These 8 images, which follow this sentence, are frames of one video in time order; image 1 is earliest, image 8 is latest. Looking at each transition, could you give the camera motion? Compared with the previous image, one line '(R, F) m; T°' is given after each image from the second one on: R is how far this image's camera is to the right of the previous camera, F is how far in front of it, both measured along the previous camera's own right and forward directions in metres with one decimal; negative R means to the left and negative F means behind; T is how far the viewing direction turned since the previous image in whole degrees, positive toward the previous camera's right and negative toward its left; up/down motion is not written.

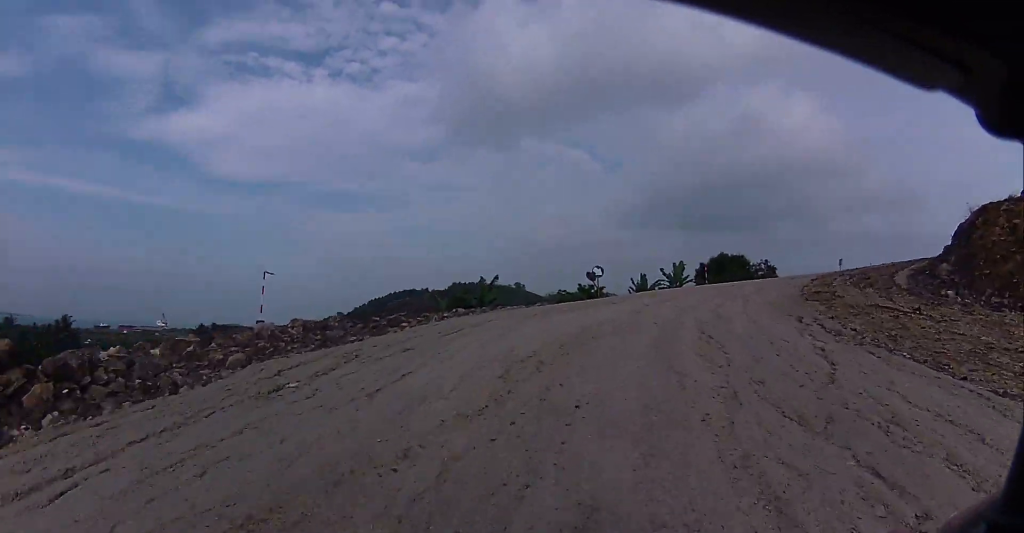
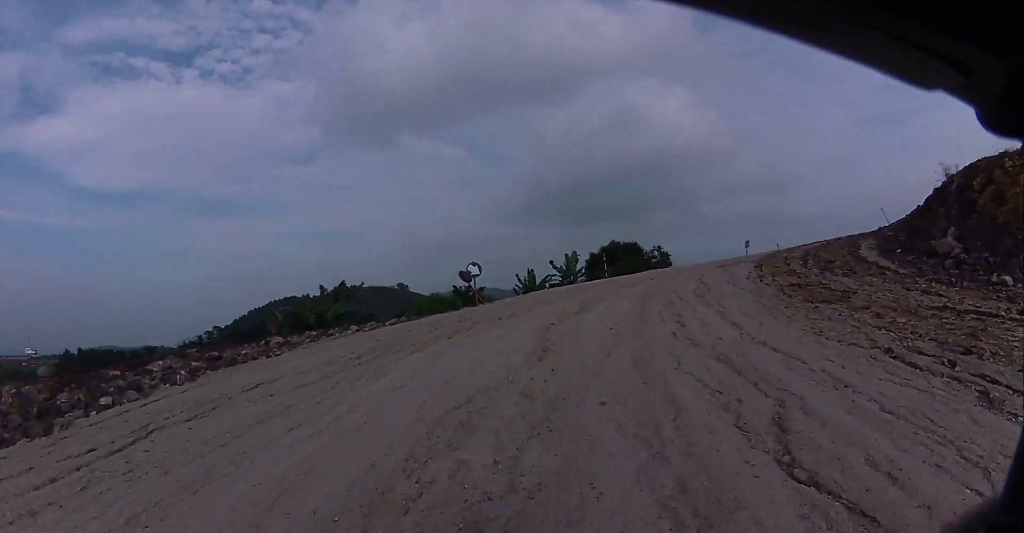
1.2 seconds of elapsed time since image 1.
(-0.4, +5.5) m; +10°
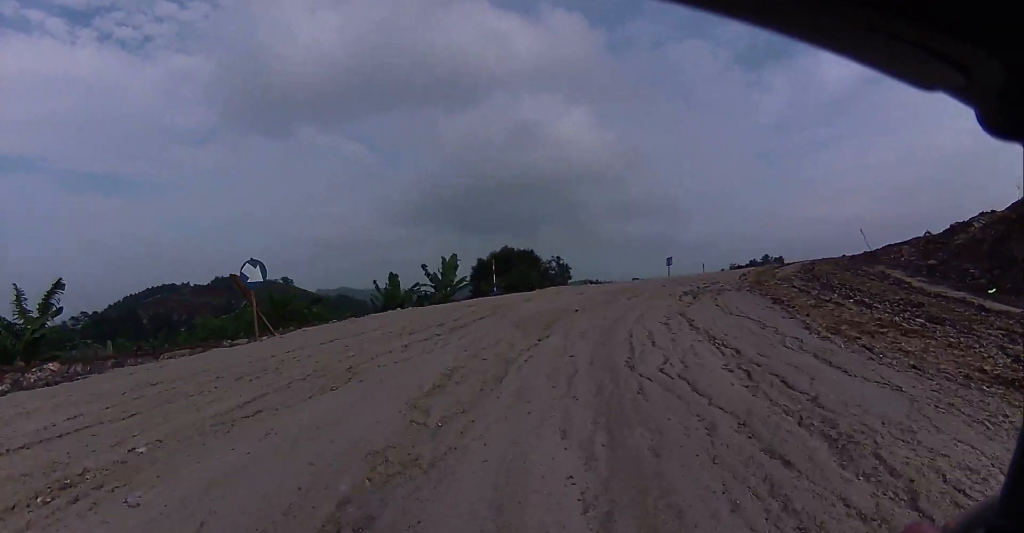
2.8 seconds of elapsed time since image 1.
(+1.4, +7.5) m; +10°
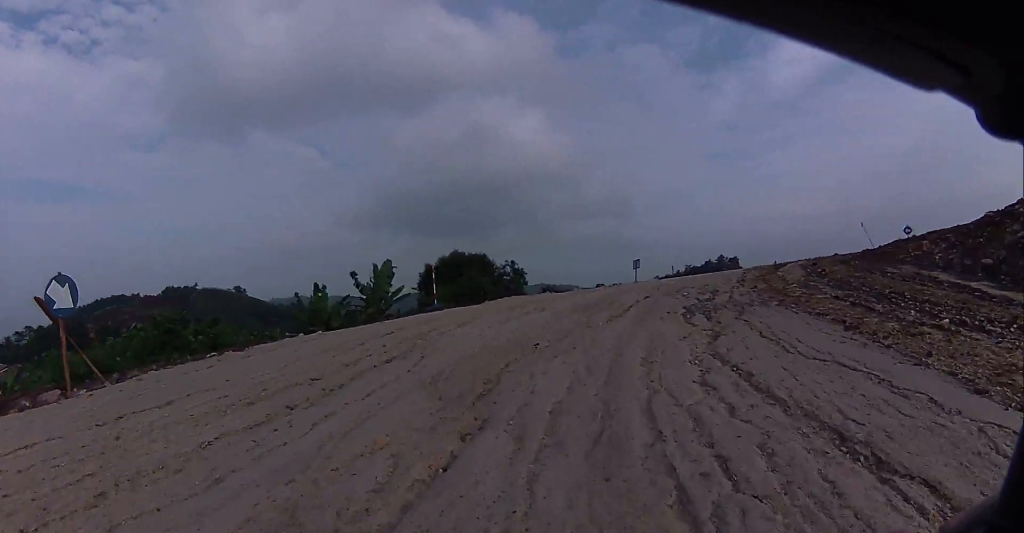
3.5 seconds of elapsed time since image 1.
(-0.2, +3.3) m; +3°
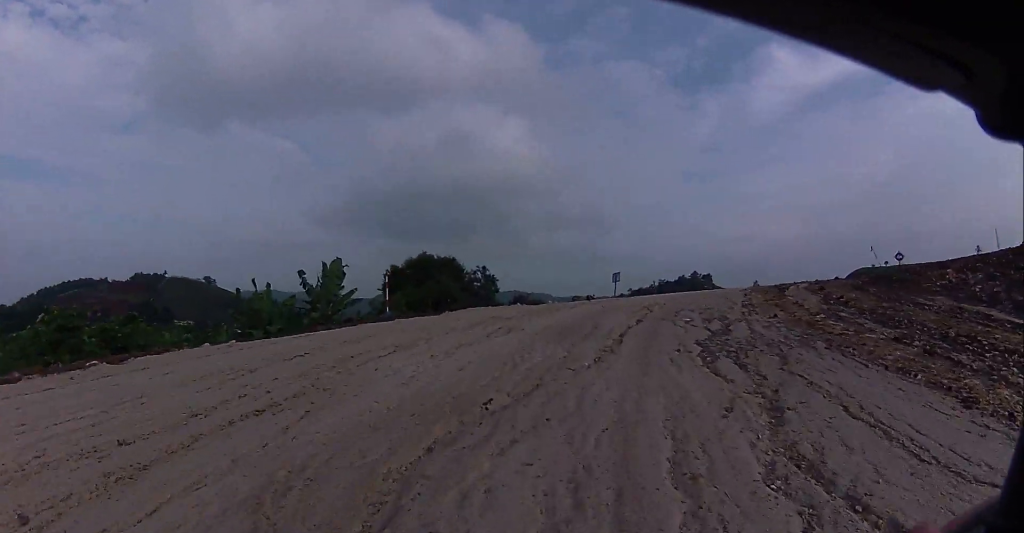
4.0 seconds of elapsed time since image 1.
(+0.2, +2.2) m; +6°
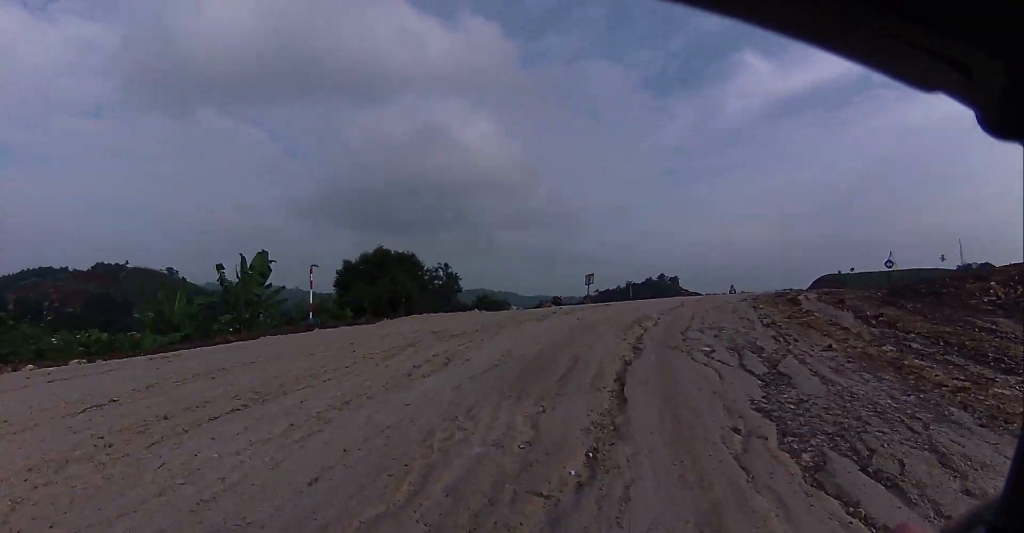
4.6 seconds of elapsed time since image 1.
(+0.2, +2.7) m; +5°
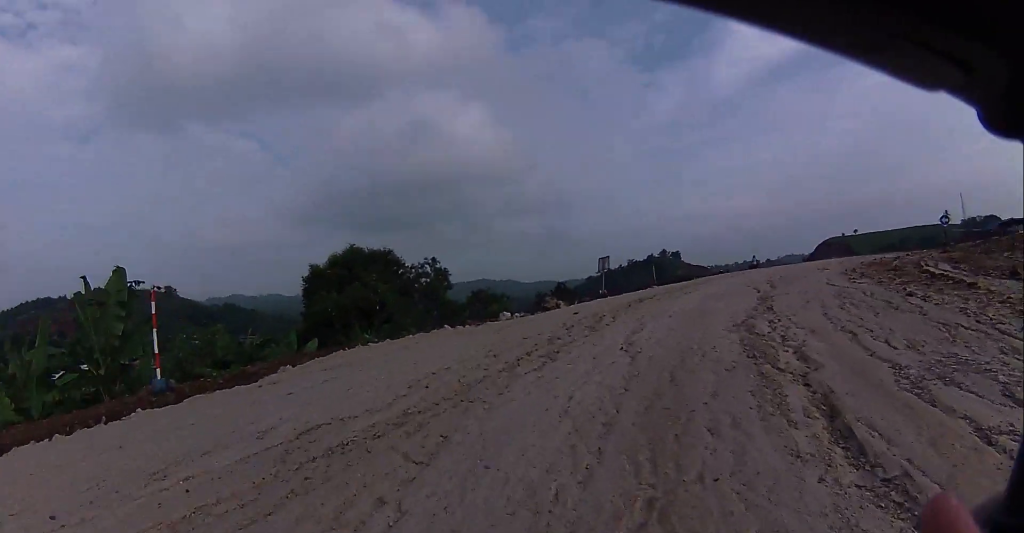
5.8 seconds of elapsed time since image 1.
(+0.2, +5.1) m; +4°
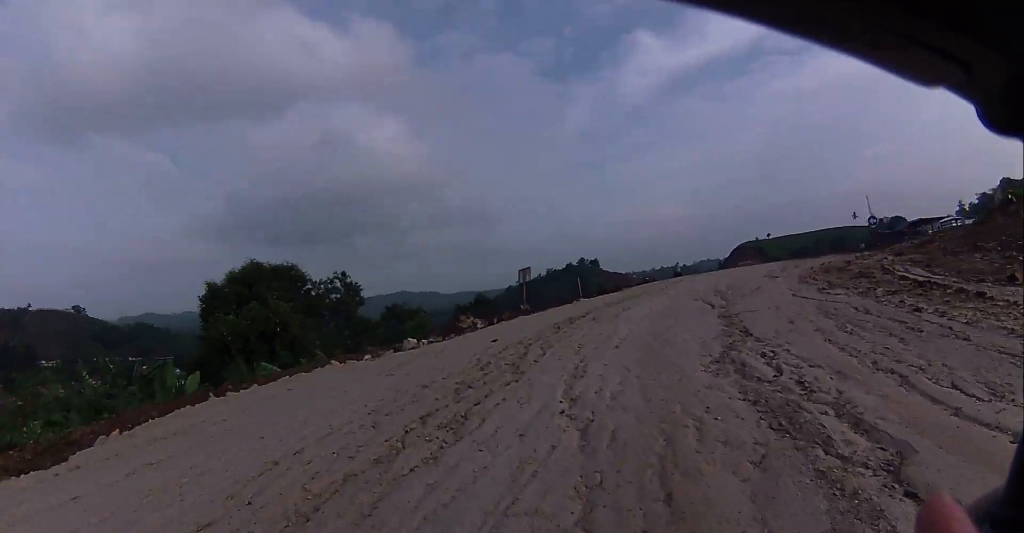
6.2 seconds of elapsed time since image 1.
(-0.4, +1.9) m; +4°
